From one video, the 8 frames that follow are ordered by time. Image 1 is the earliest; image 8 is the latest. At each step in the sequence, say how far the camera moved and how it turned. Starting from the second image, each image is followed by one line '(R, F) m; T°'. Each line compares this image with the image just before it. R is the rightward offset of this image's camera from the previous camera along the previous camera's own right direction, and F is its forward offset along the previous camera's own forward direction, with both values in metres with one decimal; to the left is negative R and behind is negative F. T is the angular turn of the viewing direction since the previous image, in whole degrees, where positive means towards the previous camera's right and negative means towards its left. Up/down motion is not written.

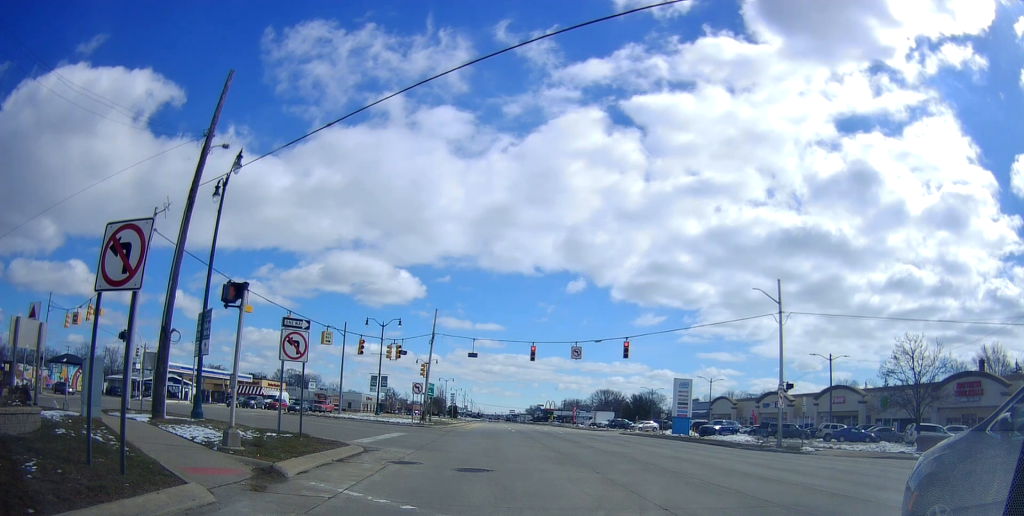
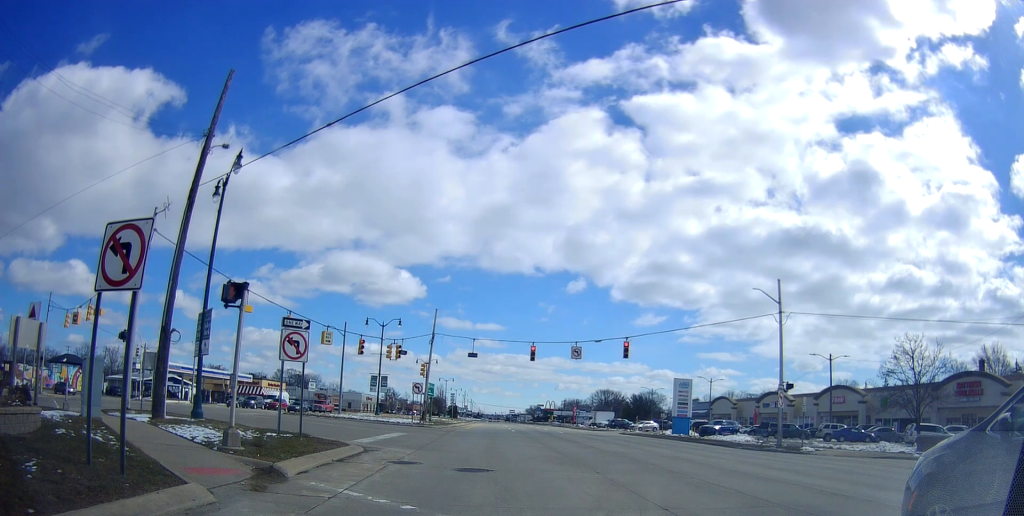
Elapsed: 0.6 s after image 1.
(0.0, 0.0) m; 0°
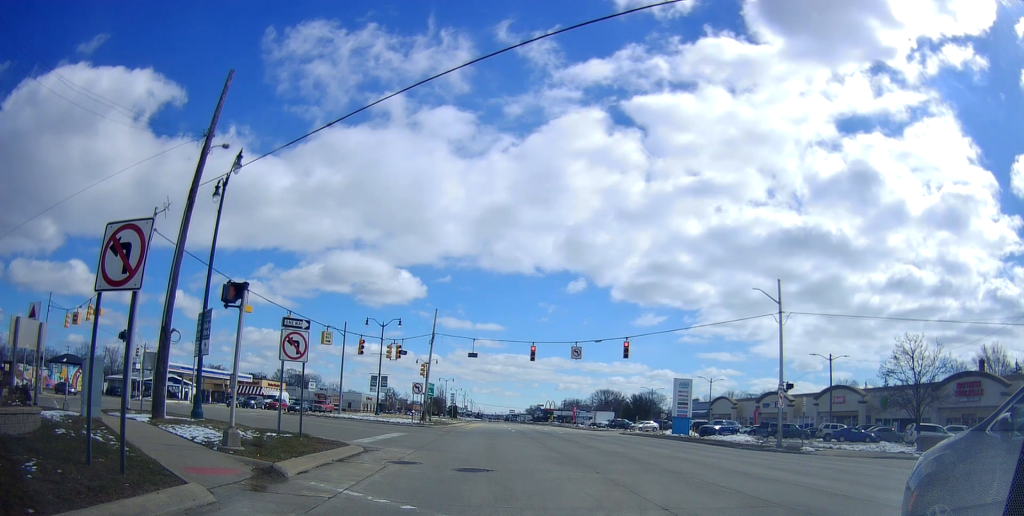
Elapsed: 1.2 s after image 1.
(0.0, 0.0) m; 0°
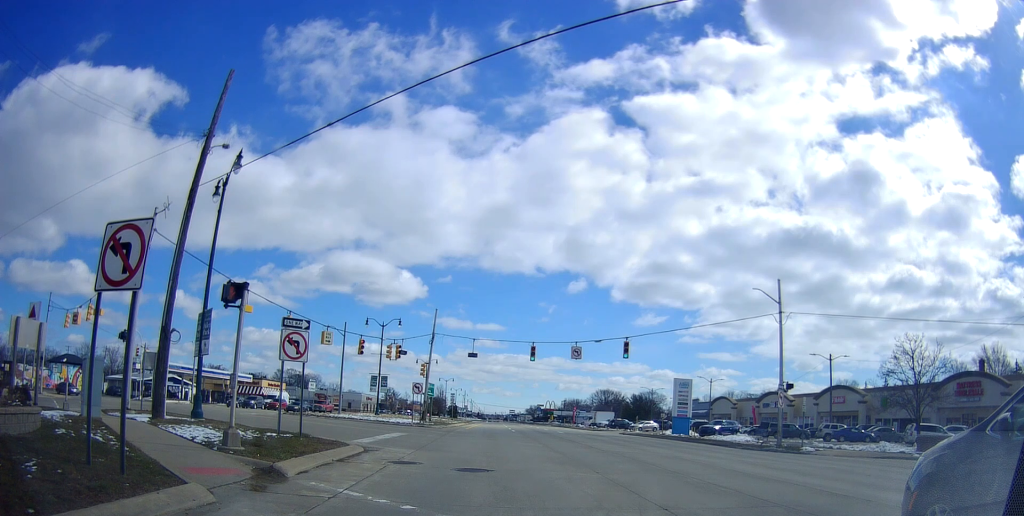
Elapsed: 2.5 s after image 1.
(0.0, 0.0) m; 0°
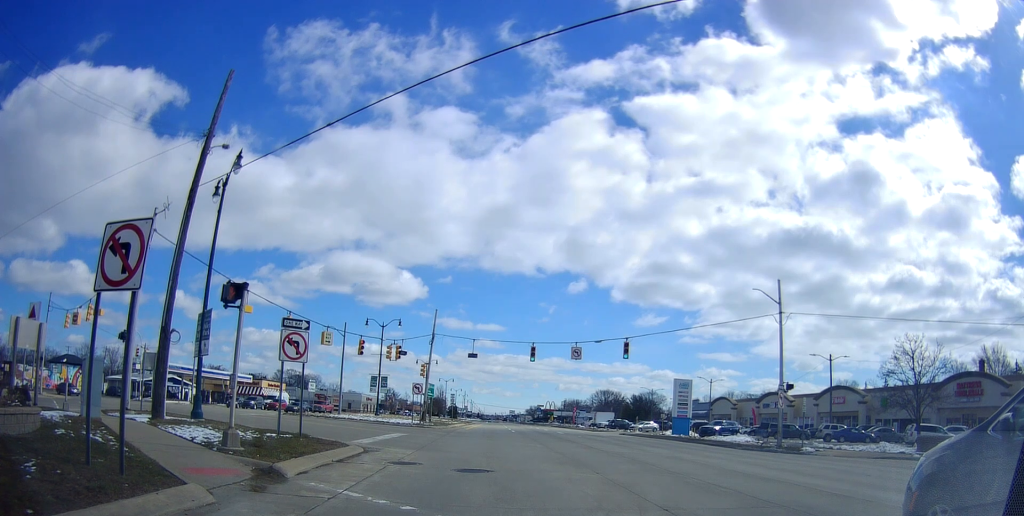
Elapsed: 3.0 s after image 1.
(+0.1, 0.0) m; 0°
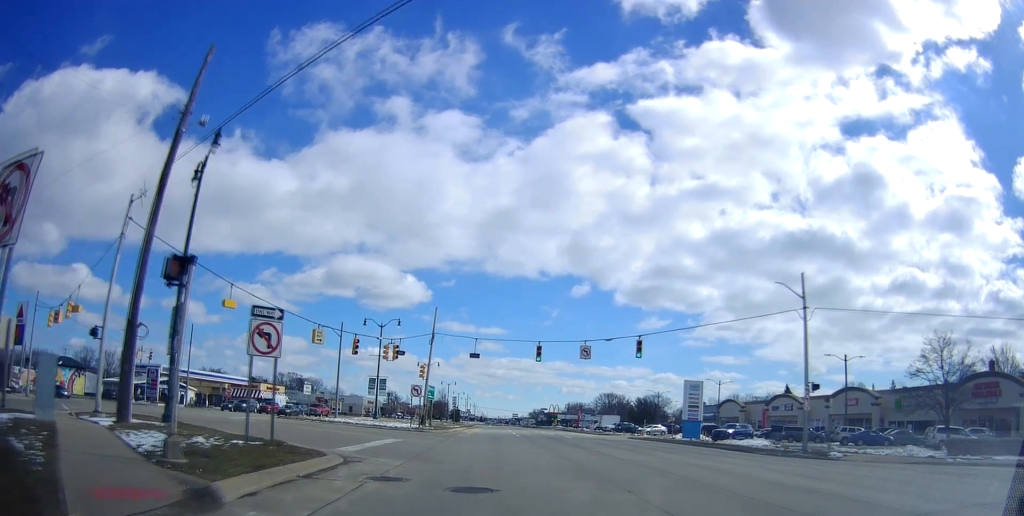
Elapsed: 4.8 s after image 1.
(+0.3, +2.2) m; 0°
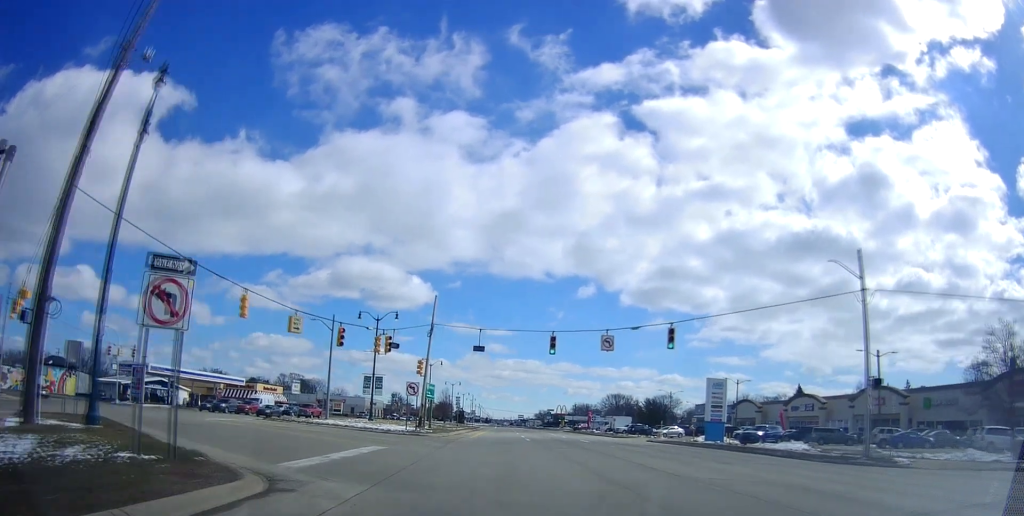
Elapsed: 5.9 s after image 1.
(-0.2, +5.2) m; 0°
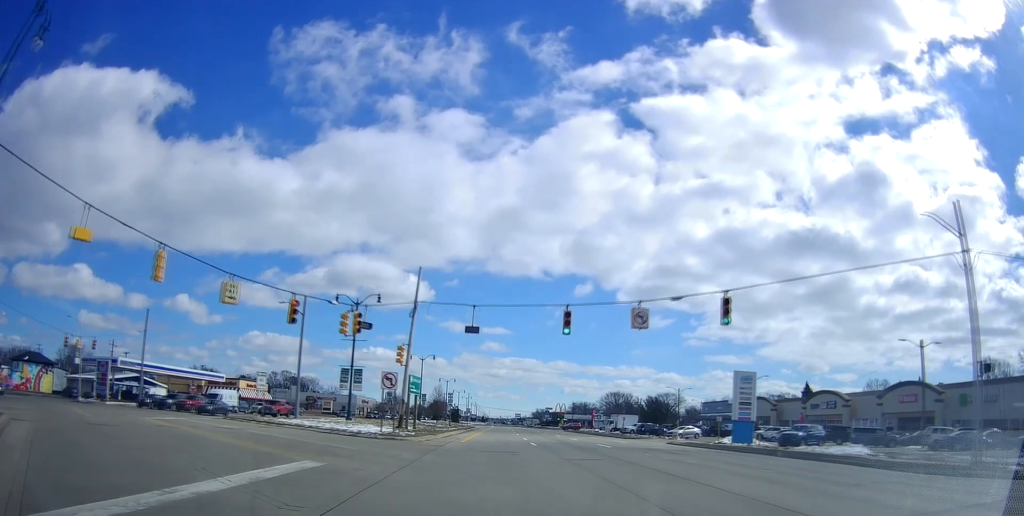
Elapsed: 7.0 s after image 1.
(+0.2, +7.8) m; +3°
